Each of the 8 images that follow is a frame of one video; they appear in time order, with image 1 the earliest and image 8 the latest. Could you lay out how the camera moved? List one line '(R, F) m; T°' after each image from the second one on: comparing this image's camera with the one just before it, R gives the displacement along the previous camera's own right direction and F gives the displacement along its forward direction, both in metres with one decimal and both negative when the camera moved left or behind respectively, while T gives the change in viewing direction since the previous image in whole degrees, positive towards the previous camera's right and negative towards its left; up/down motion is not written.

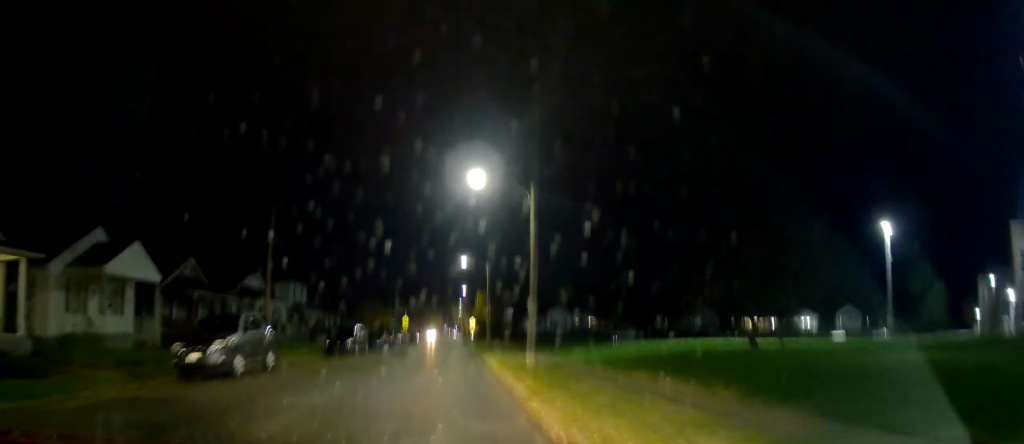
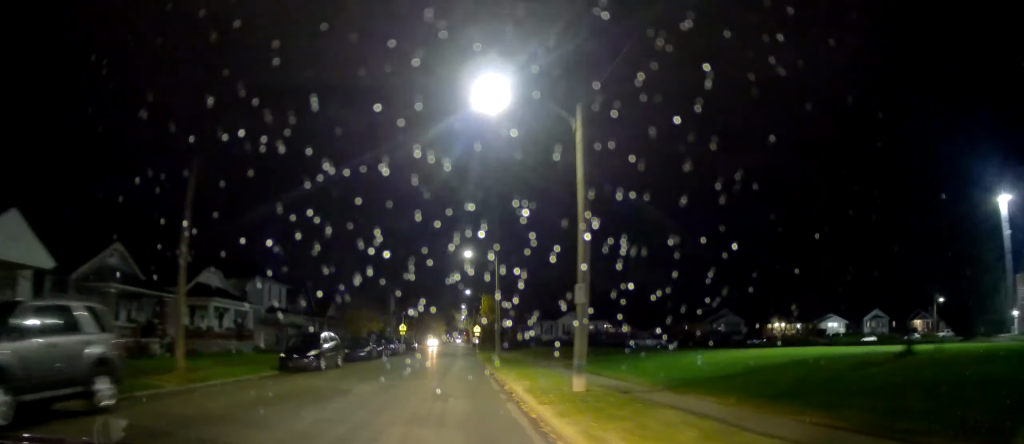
(-0.3, +9.2) m; 0°
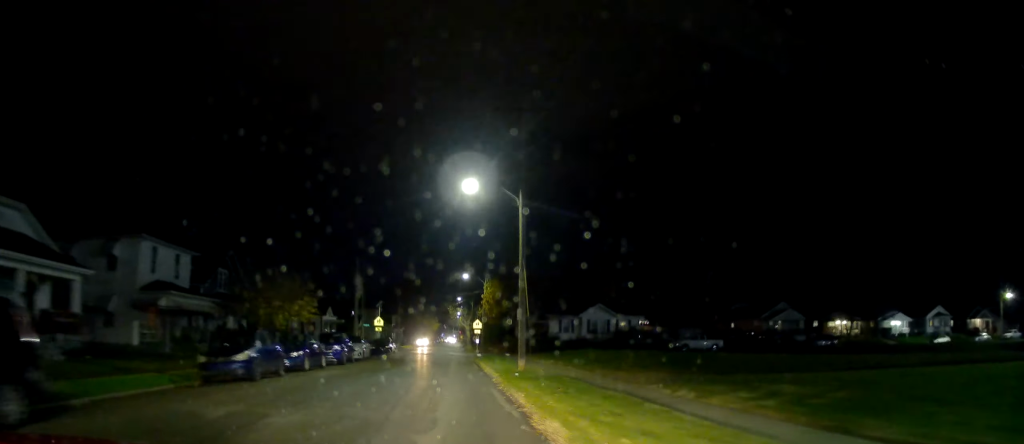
(+0.7, +20.3) m; +2°
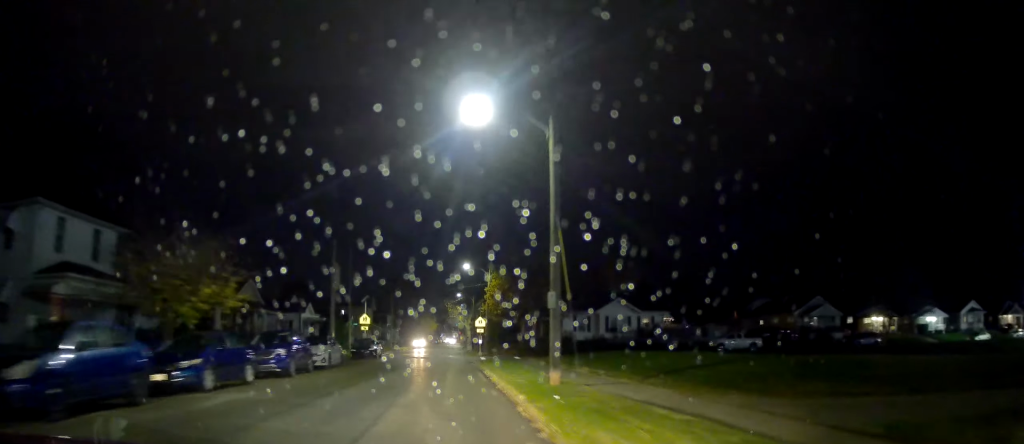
(0.0, +8.9) m; +1°
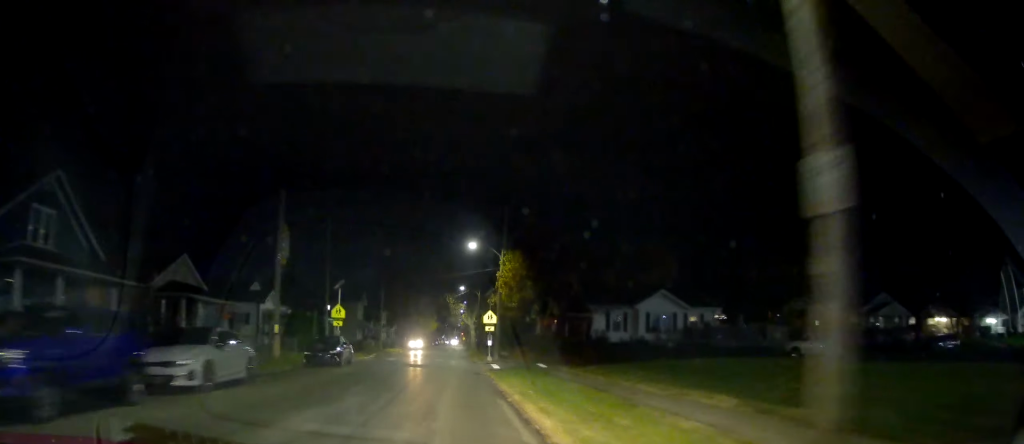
(+0.2, +12.6) m; +1°
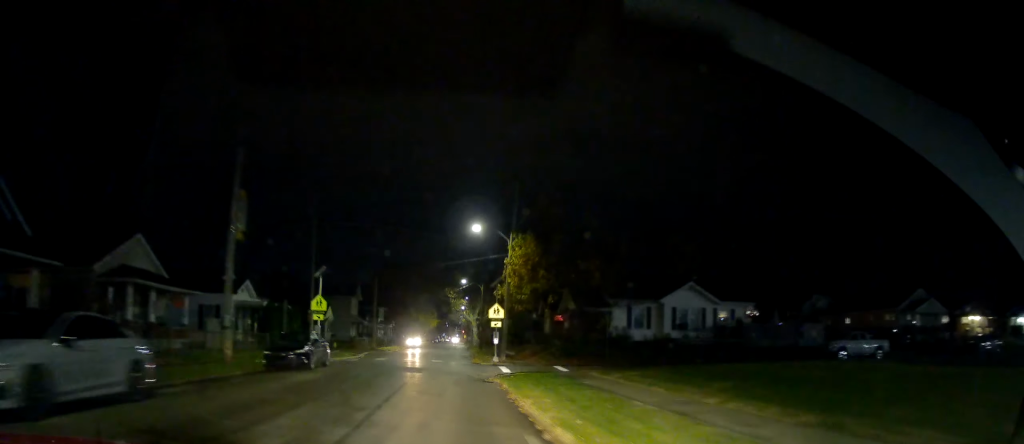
(+0.2, +5.9) m; 0°
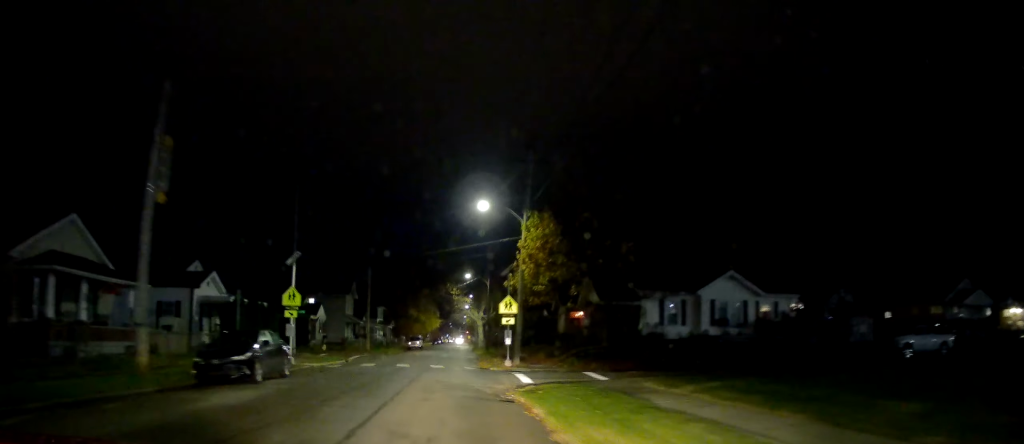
(-0.1, +6.5) m; -1°
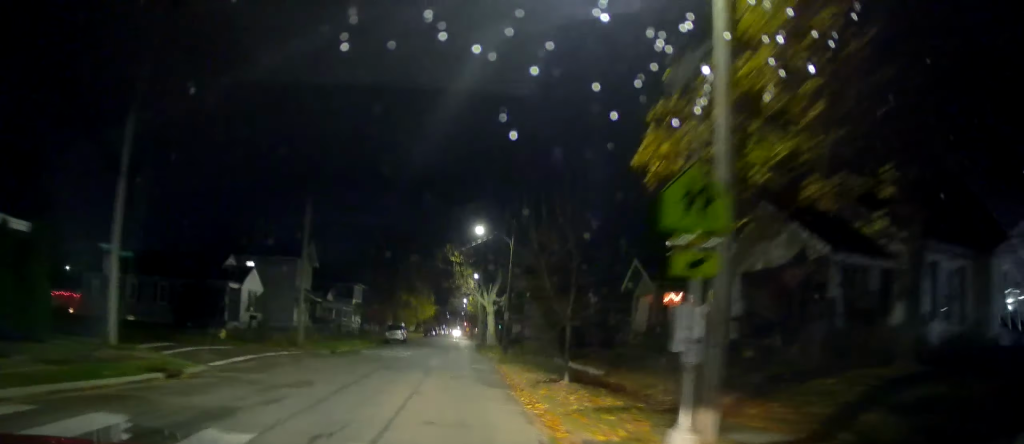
(-0.5, +24.0) m; -1°
